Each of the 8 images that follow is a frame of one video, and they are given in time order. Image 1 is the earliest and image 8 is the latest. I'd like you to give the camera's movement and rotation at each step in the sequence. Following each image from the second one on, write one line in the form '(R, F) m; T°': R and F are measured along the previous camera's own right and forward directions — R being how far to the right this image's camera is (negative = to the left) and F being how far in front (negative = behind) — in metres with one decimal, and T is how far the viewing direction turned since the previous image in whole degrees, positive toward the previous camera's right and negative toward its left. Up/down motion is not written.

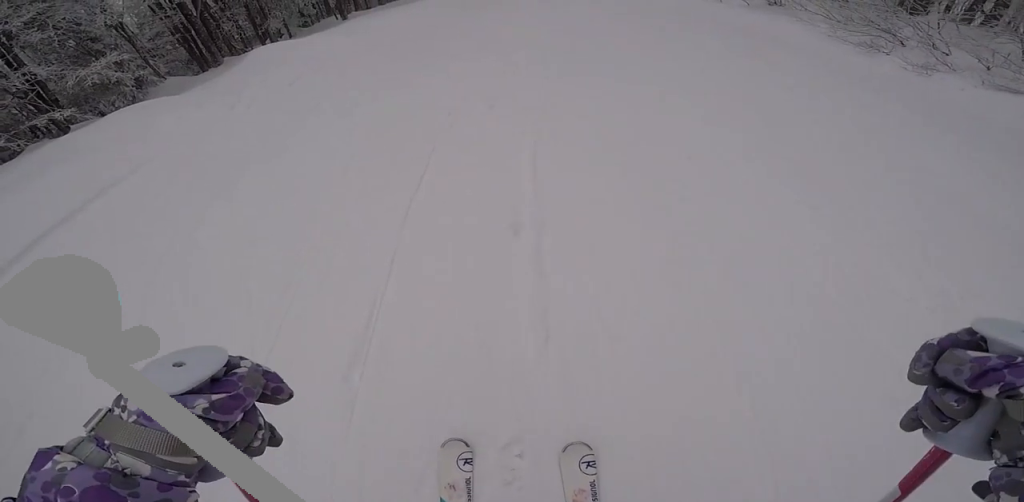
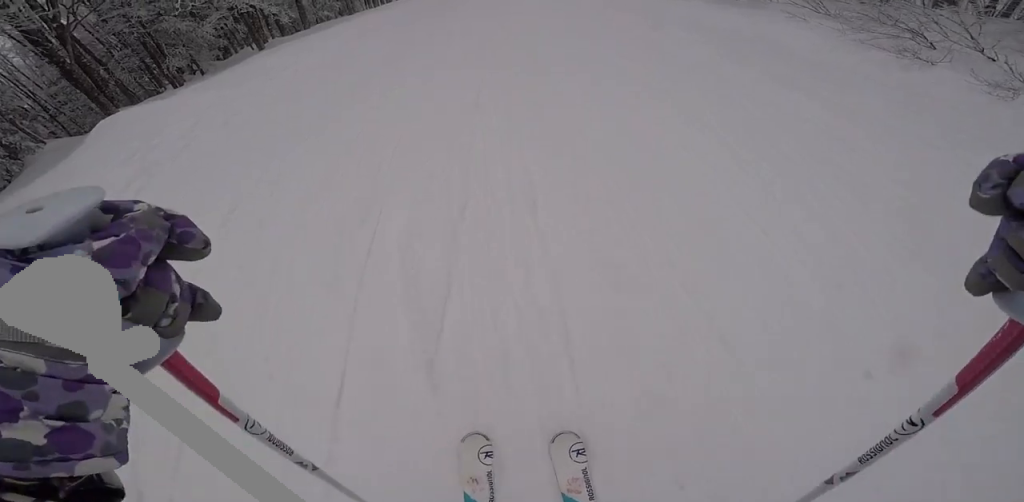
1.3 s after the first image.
(-0.1, +2.6) m; -4°
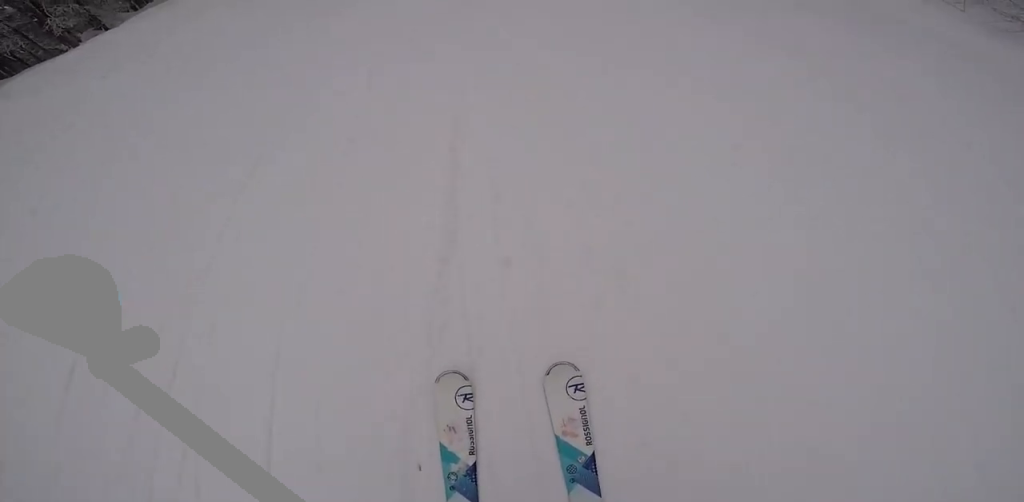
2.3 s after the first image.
(-0.1, +2.3) m; -1°
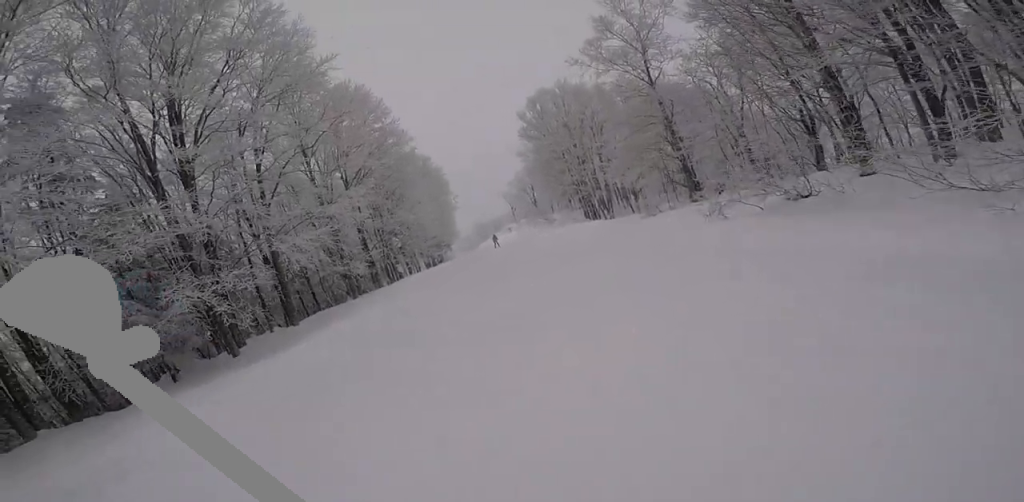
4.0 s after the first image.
(0.0, +3.4) m; +1°
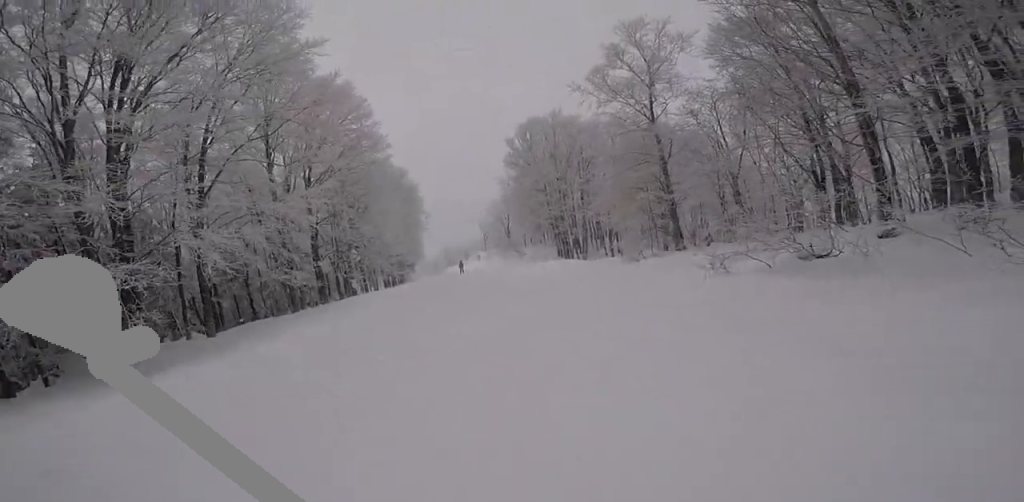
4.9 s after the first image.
(0.0, +1.9) m; +4°
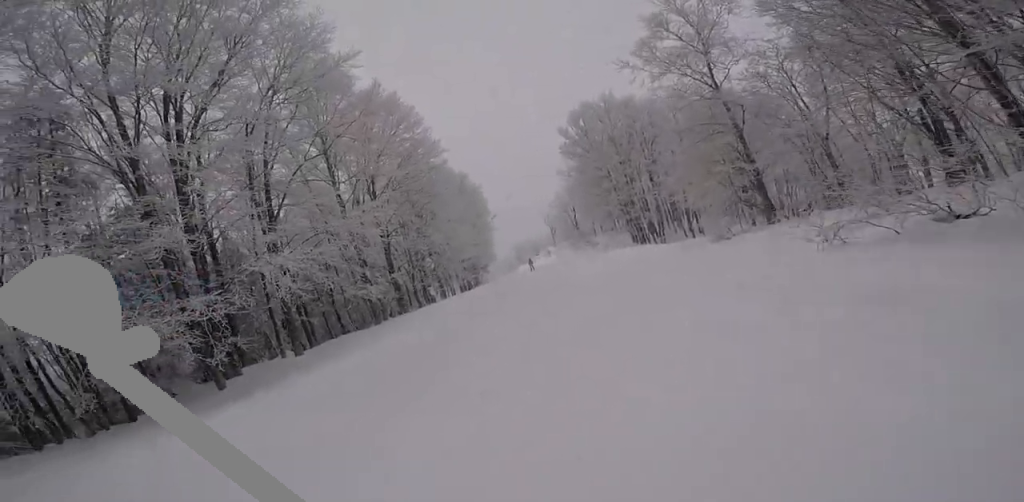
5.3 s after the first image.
(0.0, +0.9) m; +3°
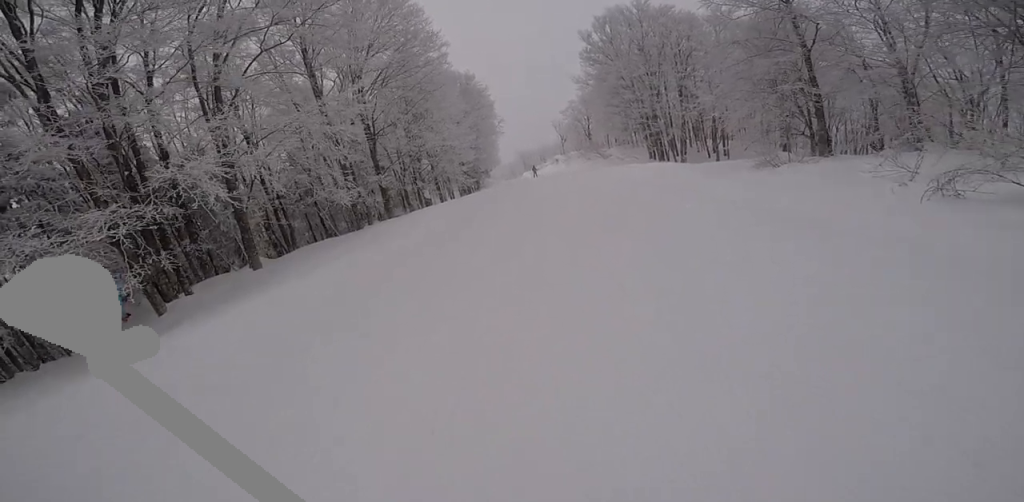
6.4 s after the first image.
(+0.1, +2.3) m; +5°
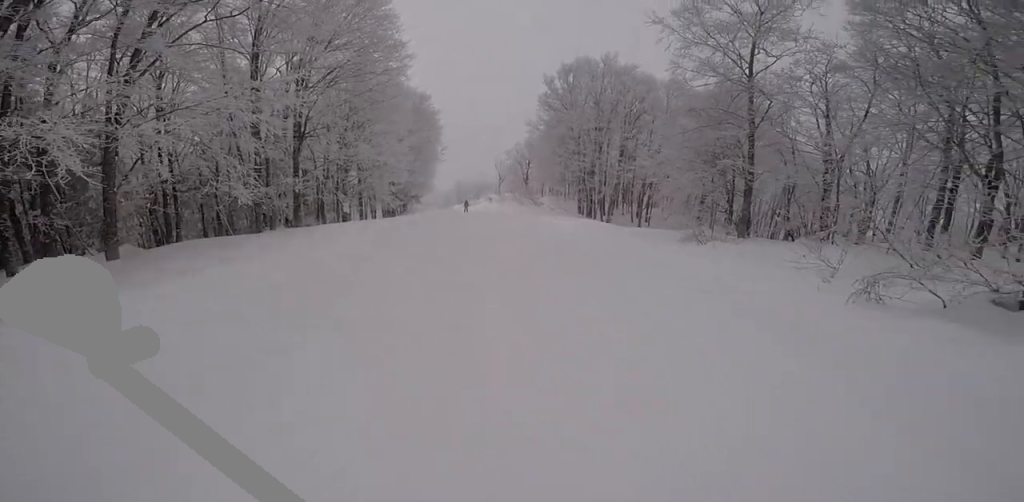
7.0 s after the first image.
(0.0, +1.1) m; +1°
